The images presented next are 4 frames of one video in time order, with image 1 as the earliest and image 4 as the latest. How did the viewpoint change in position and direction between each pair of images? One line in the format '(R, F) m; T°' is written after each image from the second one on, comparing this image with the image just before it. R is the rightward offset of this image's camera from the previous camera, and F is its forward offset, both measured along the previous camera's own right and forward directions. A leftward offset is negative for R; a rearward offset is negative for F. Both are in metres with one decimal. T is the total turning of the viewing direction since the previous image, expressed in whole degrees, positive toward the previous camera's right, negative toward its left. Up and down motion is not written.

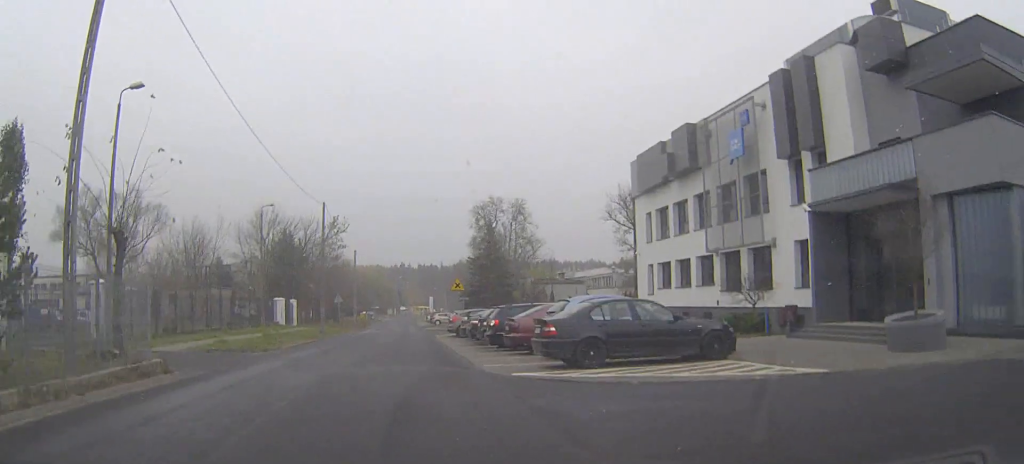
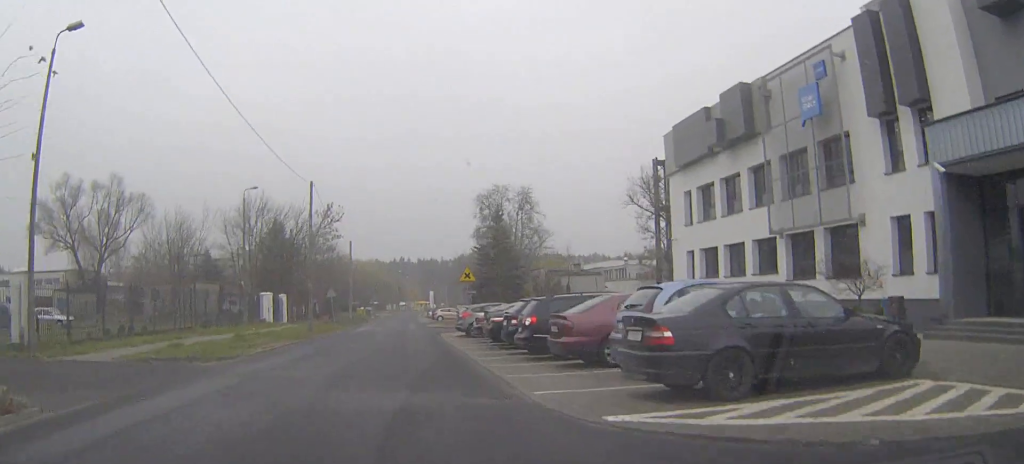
(0.0, +6.3) m; 0°
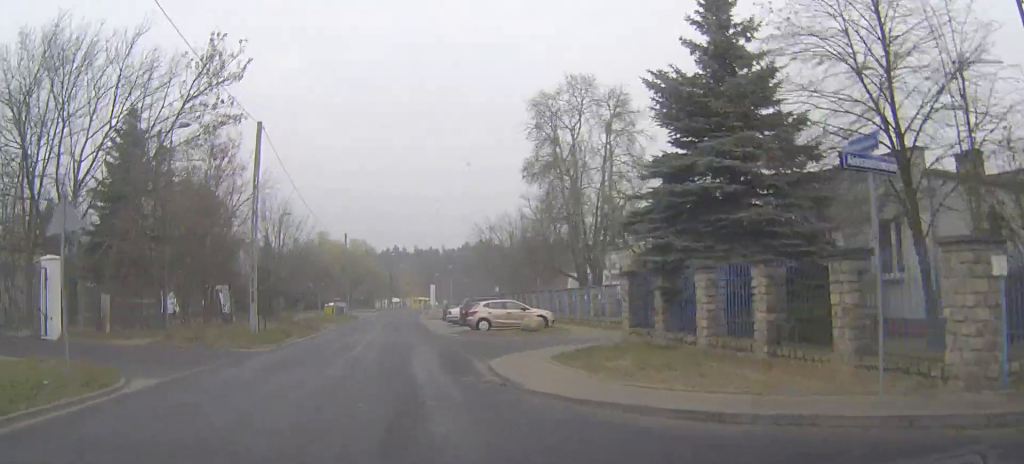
(+0.3, +46.3) m; +1°
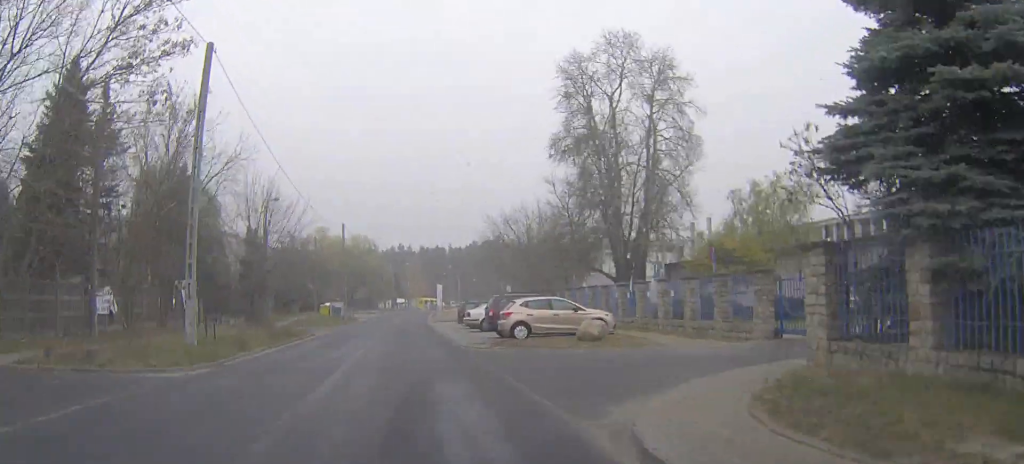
(0.0, +9.0) m; 0°
